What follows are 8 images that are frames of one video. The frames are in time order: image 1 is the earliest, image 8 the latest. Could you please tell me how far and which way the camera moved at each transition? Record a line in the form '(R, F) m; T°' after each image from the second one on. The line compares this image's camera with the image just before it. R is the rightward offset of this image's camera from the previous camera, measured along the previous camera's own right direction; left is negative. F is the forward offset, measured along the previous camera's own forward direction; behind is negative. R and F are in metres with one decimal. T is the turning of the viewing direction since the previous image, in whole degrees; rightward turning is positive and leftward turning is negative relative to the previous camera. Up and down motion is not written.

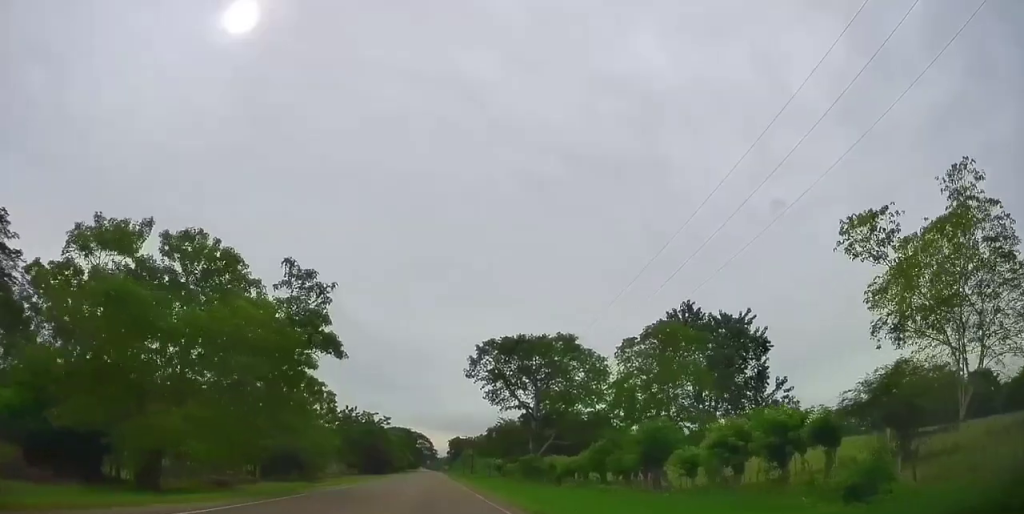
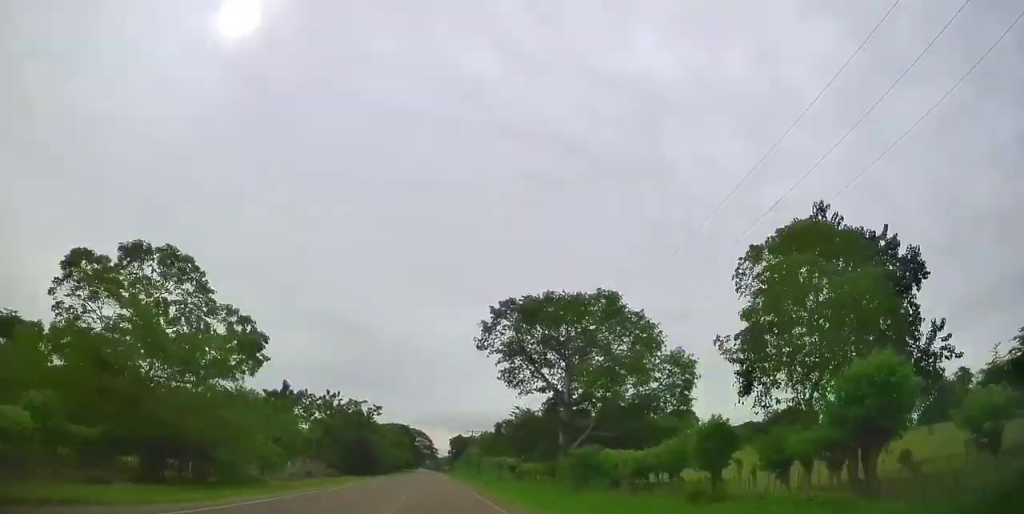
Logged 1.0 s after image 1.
(-0.1, +20.0) m; 0°
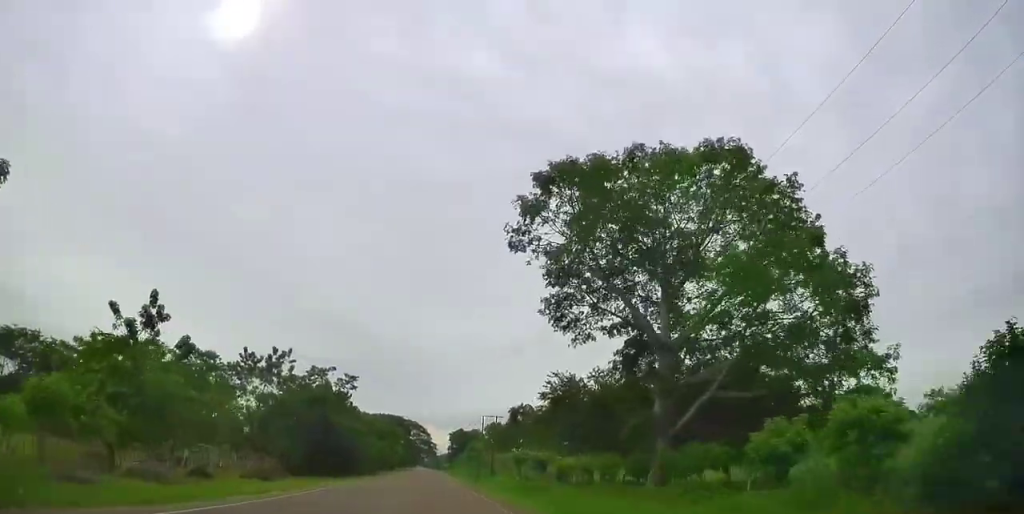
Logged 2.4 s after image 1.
(0.0, +28.9) m; 0°
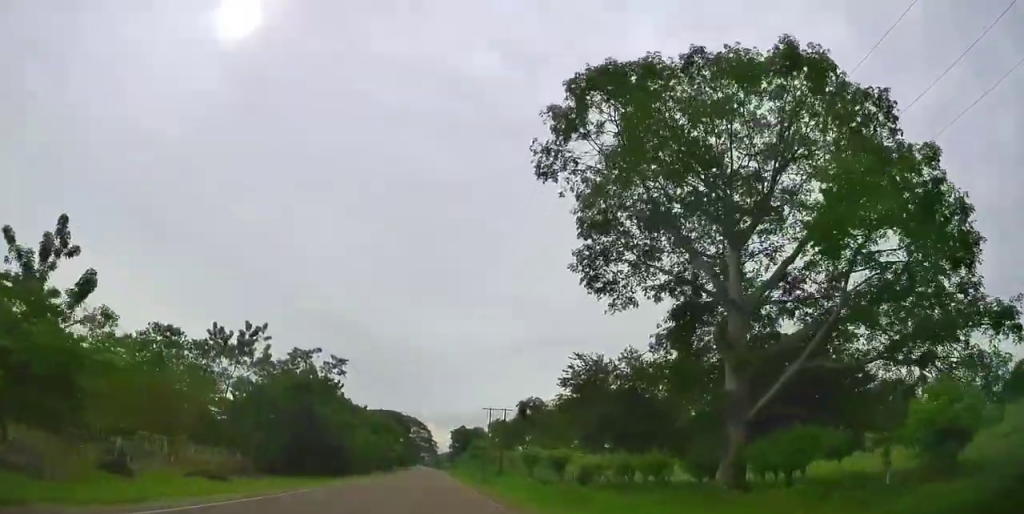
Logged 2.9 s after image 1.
(0.0, +9.6) m; 0°
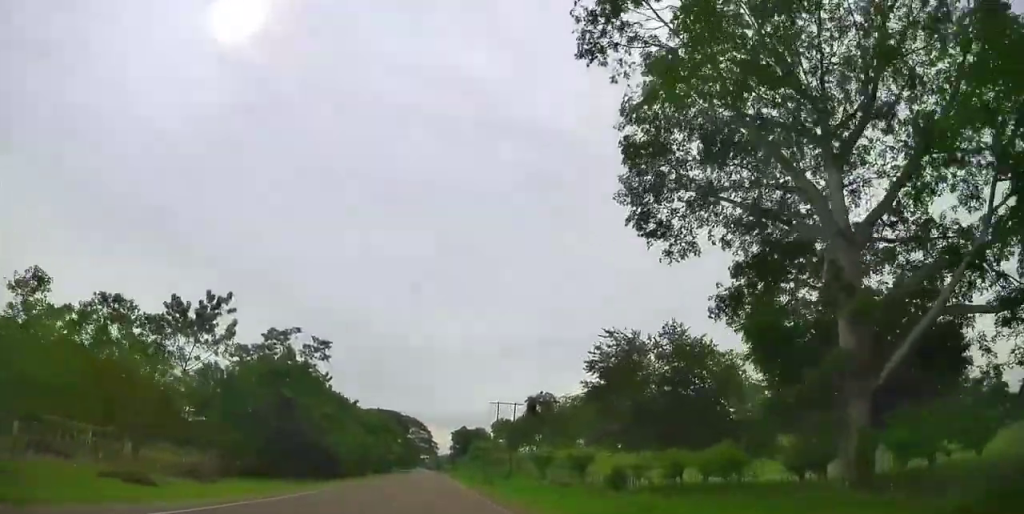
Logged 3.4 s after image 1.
(0.0, +8.8) m; 0°
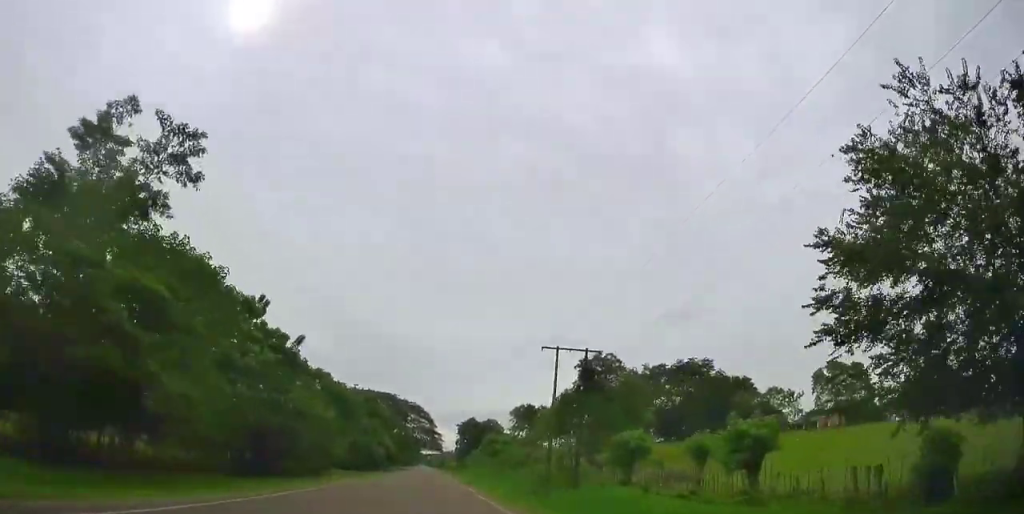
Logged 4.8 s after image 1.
(+0.4, +29.9) m; +1°
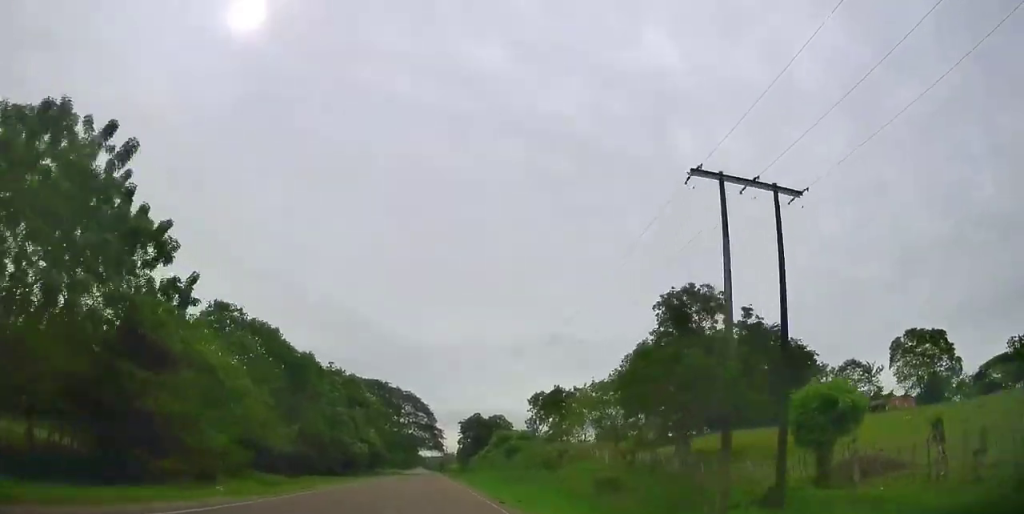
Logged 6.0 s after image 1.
(0.0, +23.1) m; 0°
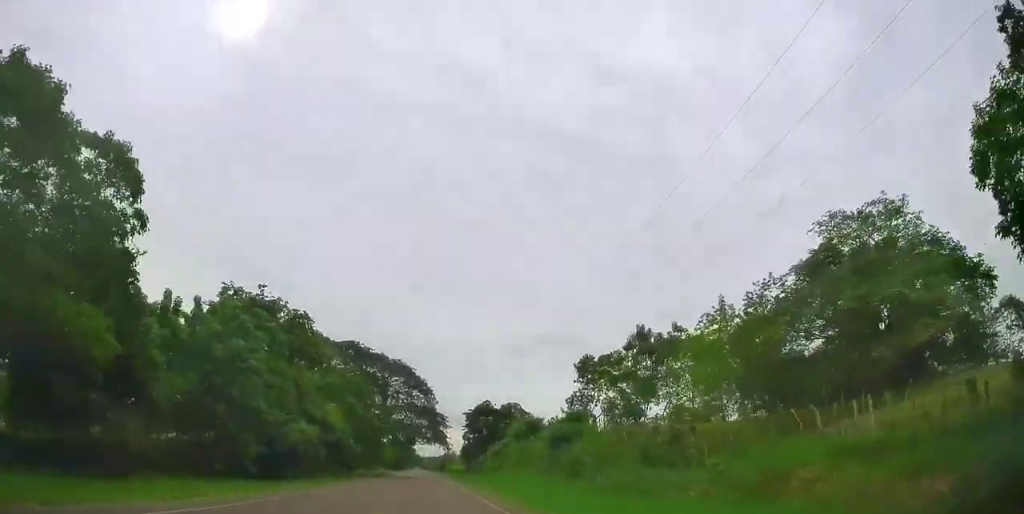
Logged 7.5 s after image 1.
(+0.2, +31.7) m; -1°
